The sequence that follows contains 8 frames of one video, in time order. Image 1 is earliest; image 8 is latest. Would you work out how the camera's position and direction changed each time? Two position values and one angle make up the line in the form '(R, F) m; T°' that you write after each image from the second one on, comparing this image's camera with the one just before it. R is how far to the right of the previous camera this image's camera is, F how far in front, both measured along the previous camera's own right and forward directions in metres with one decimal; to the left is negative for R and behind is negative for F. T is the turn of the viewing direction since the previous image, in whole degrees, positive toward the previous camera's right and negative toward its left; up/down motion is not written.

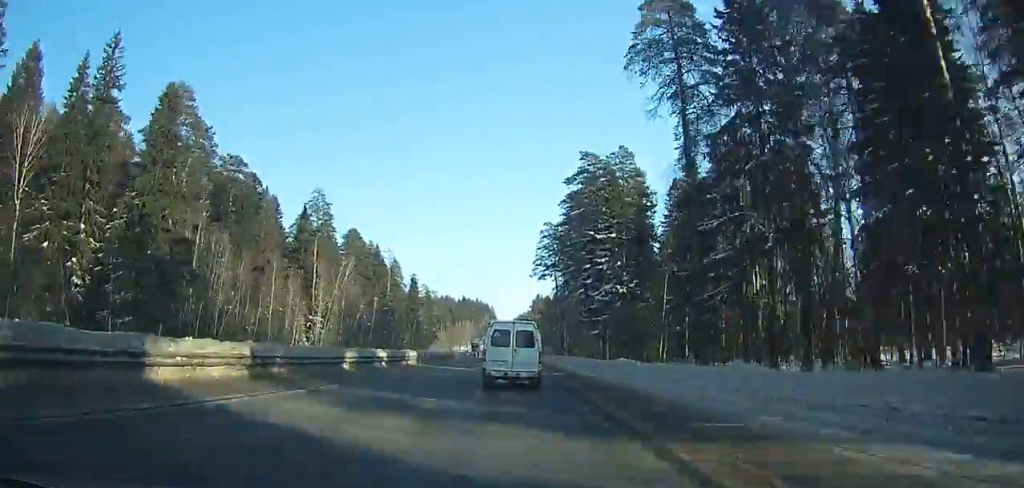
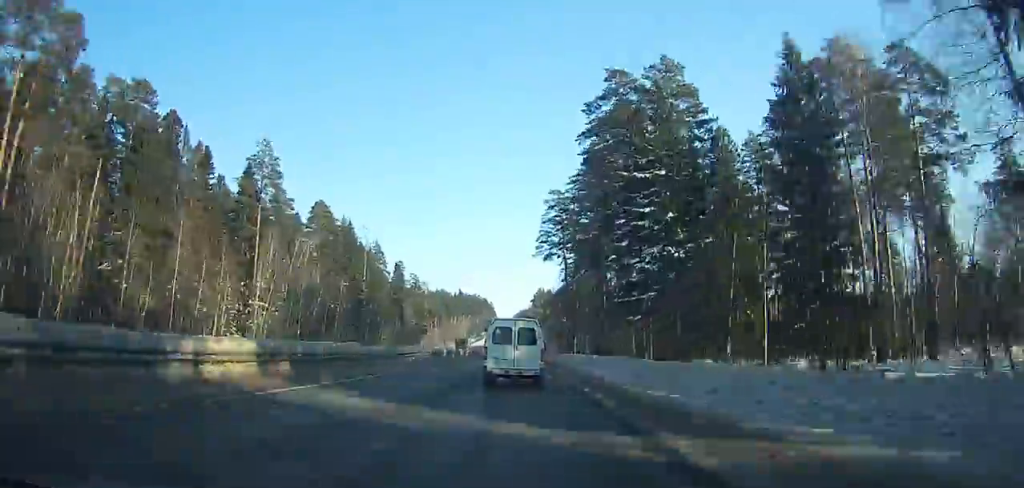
(0.0, +27.5) m; 0°
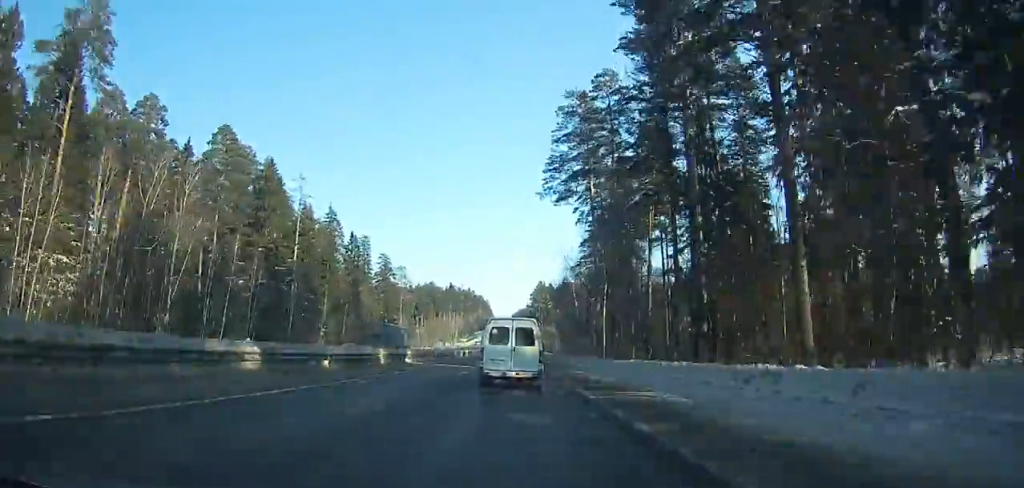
(0.0, +45.6) m; 0°
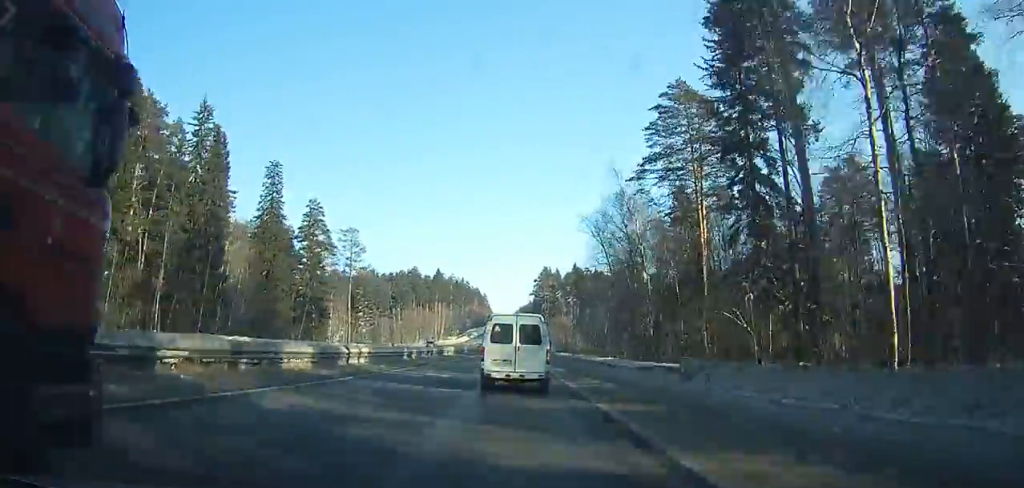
(0.0, +61.3) m; 0°
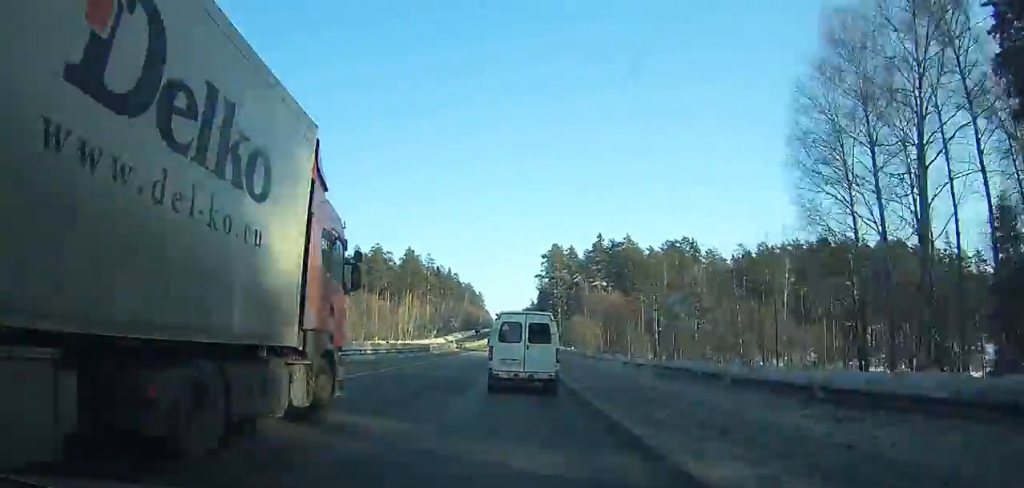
(-0.3, +78.4) m; +1°
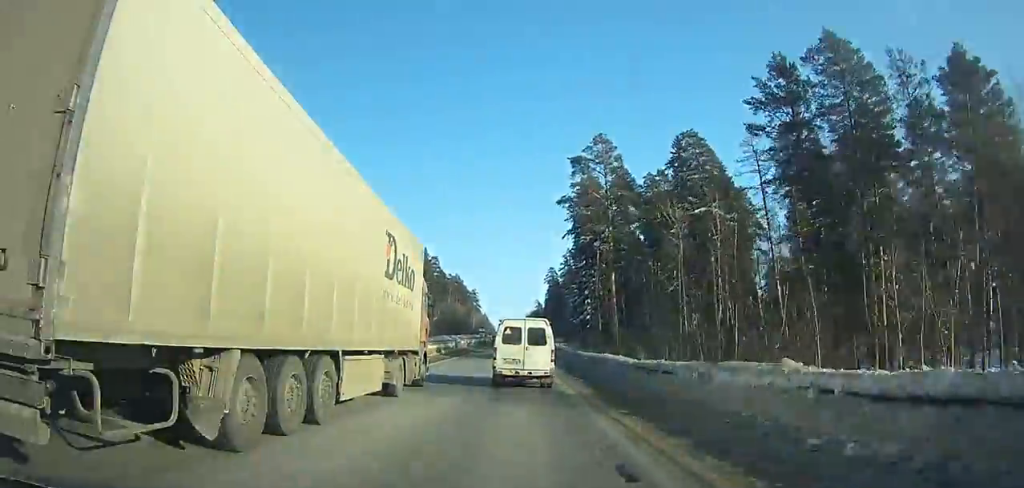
(+5.1, +92.8) m; +1°
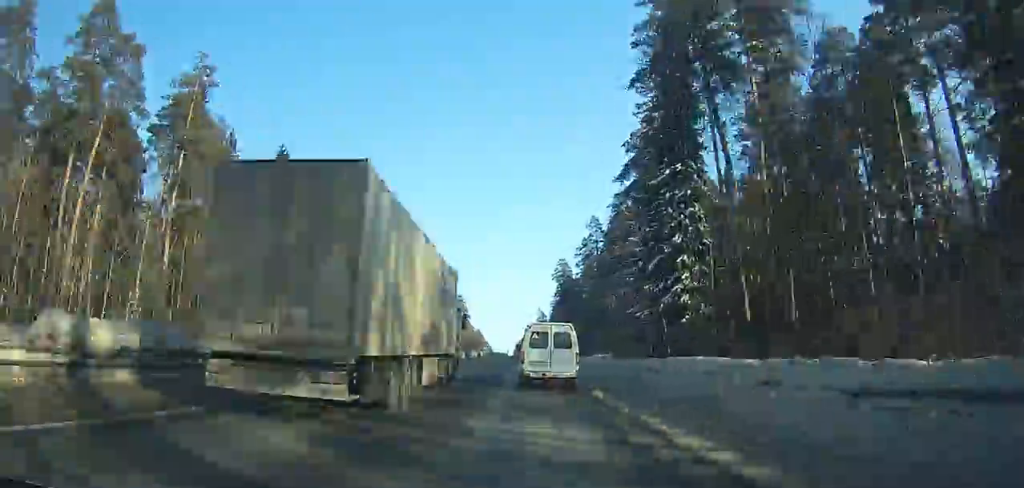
(-6.6, +76.7) m; -6°
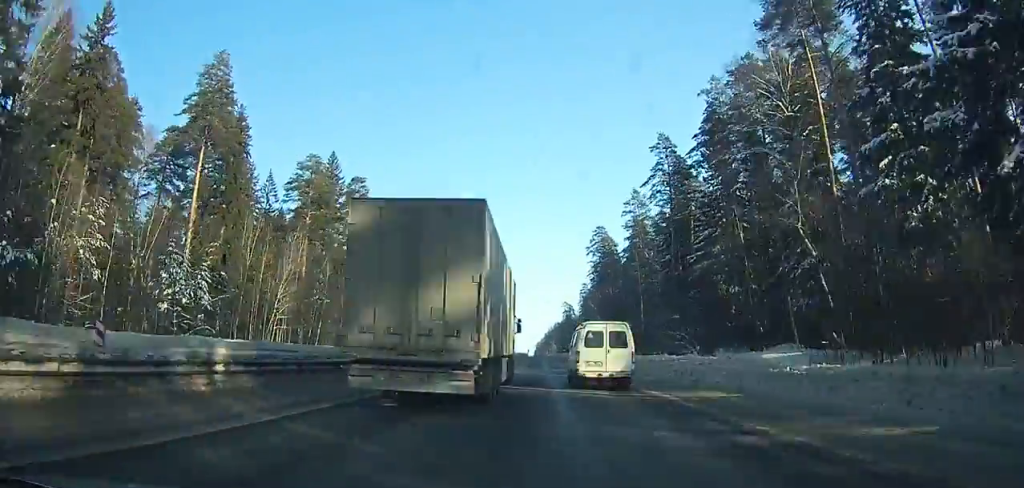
(+0.4, +53.2) m; +1°
